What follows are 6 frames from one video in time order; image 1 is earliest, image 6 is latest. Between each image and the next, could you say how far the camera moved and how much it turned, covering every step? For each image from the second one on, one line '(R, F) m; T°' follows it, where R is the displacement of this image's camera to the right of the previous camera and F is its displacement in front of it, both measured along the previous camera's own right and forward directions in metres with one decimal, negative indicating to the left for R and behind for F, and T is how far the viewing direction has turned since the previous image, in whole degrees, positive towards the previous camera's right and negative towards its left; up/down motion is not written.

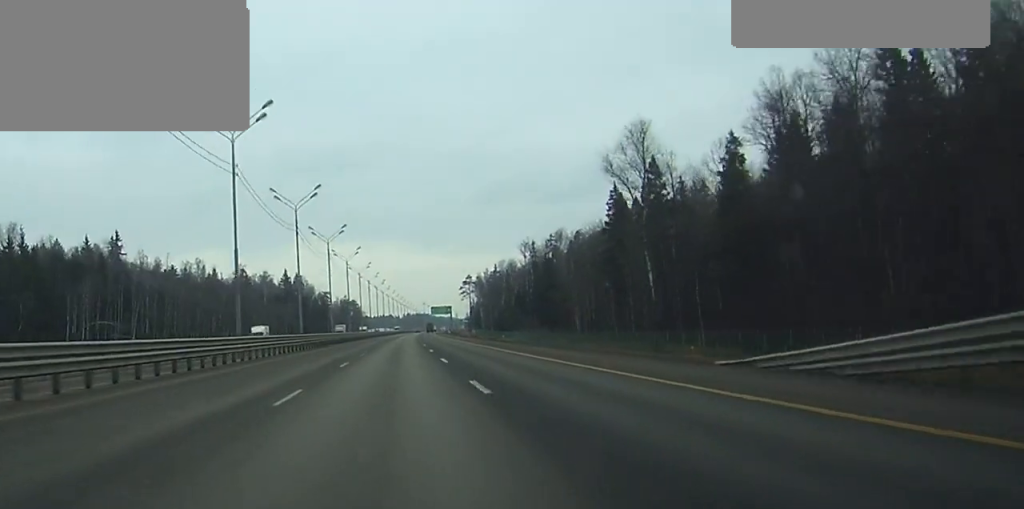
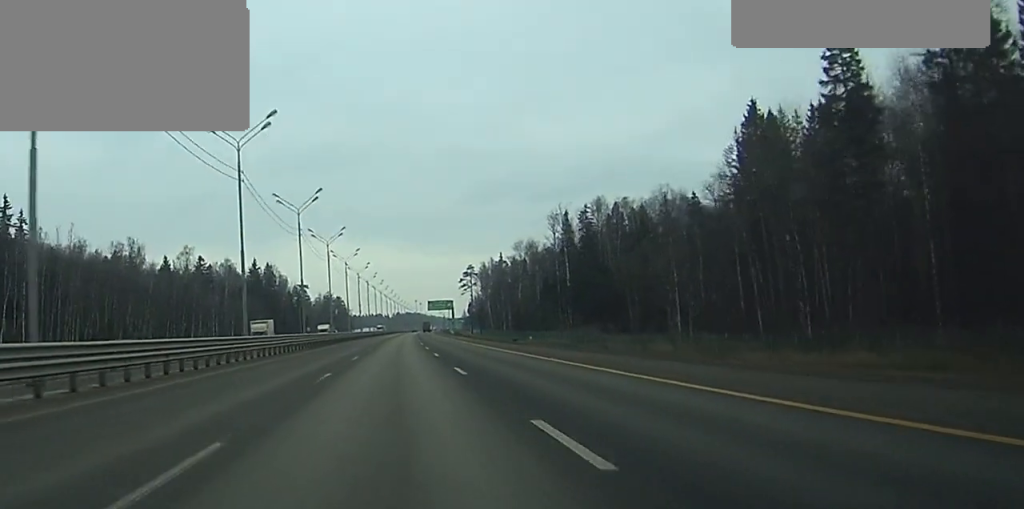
(+0.4, +57.5) m; +1°
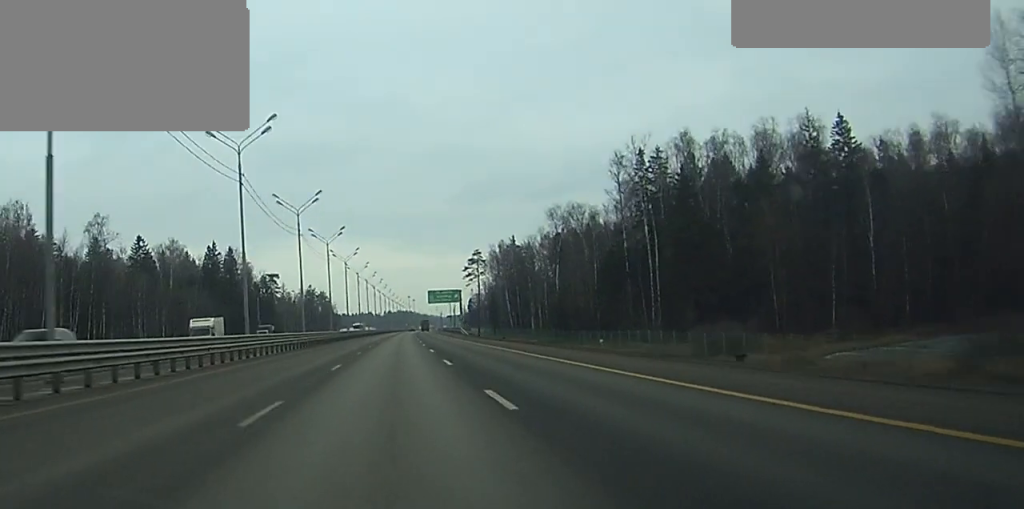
(+0.2, +58.1) m; 0°
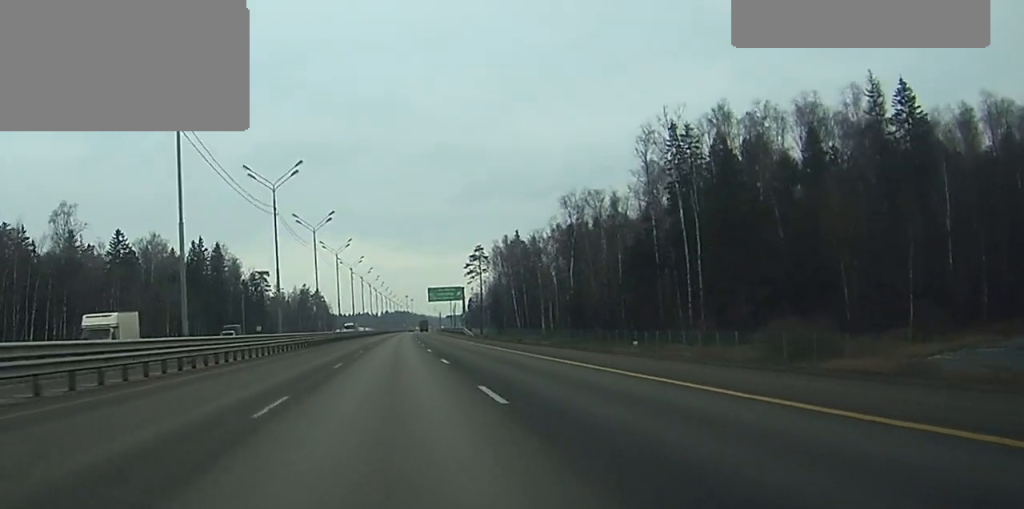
(0.0, +14.4) m; 0°
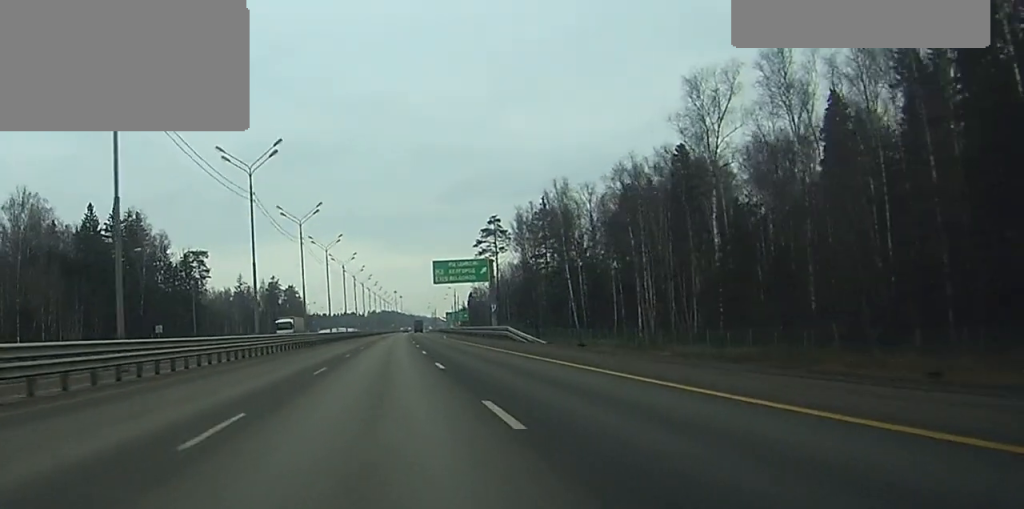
(+0.5, +61.2) m; +1°
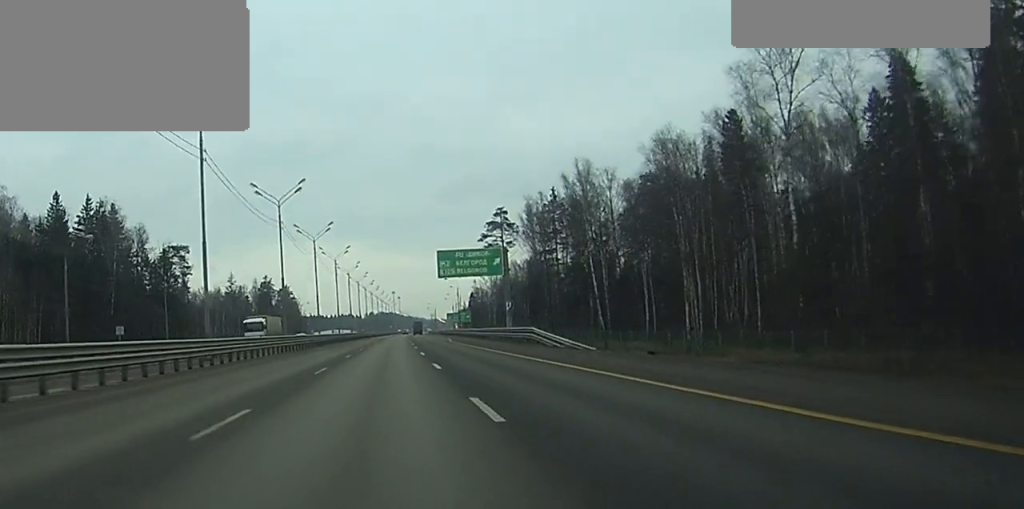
(0.0, +13.2) m; 0°
